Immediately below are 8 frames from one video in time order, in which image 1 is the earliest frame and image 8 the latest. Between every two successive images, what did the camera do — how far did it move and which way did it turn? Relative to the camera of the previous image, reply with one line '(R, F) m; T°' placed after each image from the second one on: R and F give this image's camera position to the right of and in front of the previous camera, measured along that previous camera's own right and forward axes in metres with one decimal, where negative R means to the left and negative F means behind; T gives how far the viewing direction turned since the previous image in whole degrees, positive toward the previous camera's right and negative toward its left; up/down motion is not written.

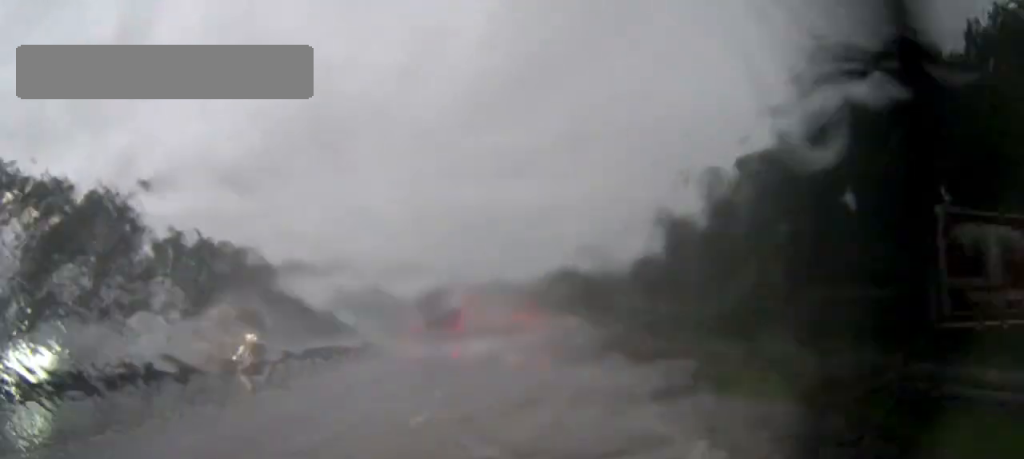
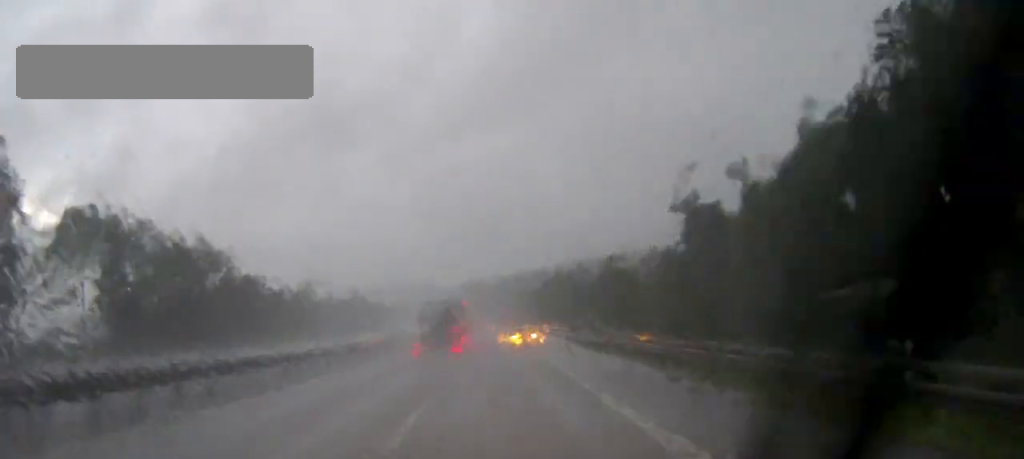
(0.0, +20.5) m; 0°
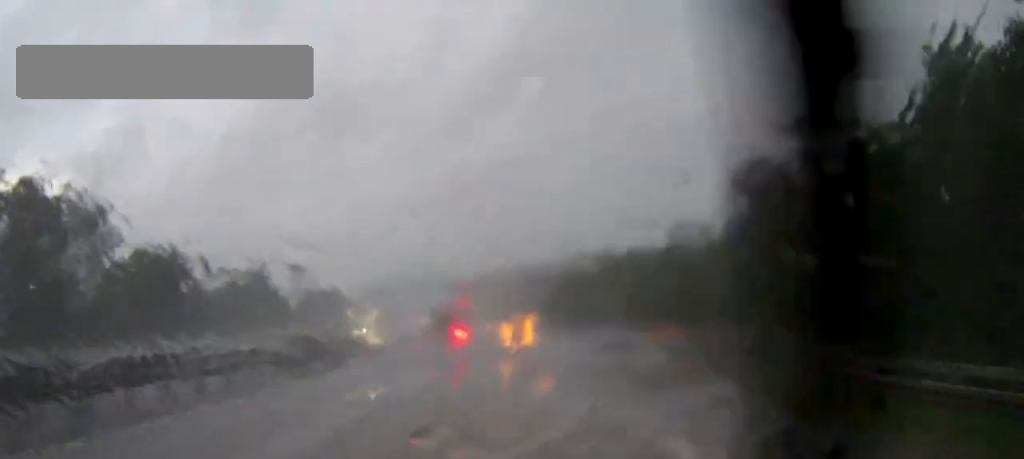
(0.0, +26.6) m; 0°
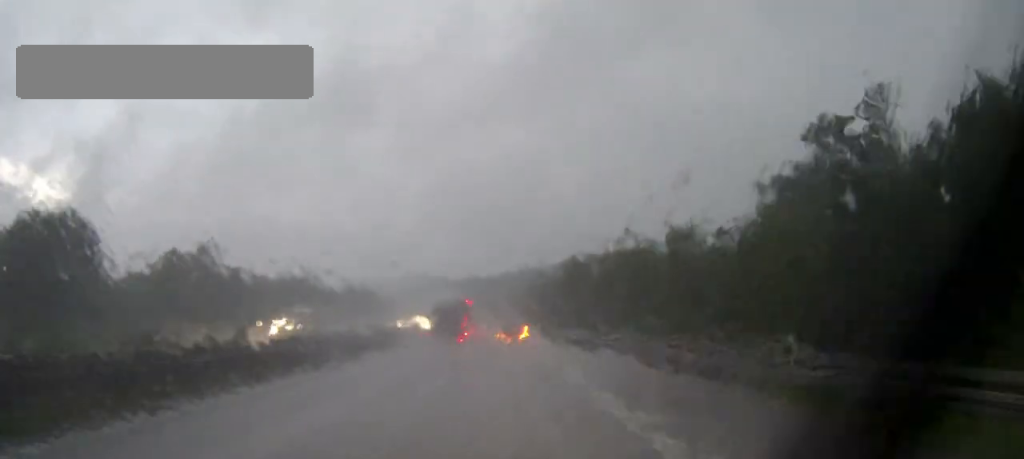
(0.0, +20.7) m; 0°
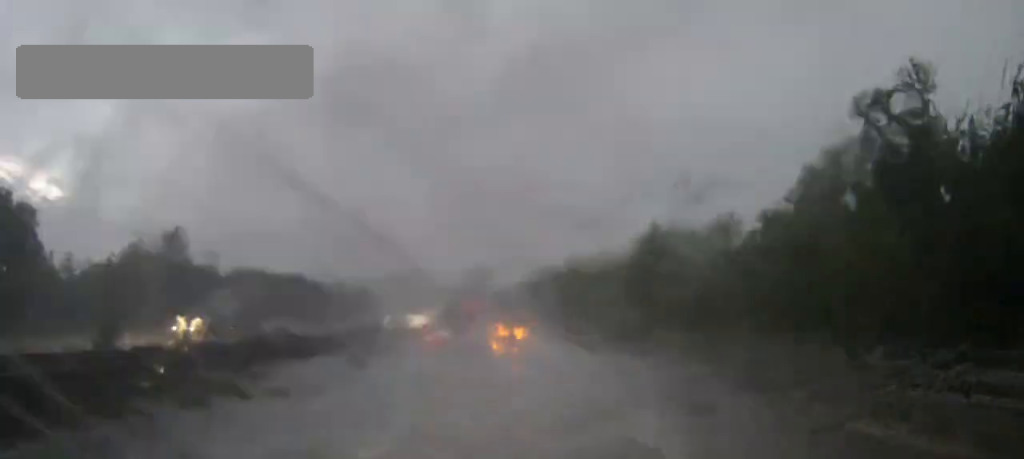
(0.0, +9.2) m; 0°
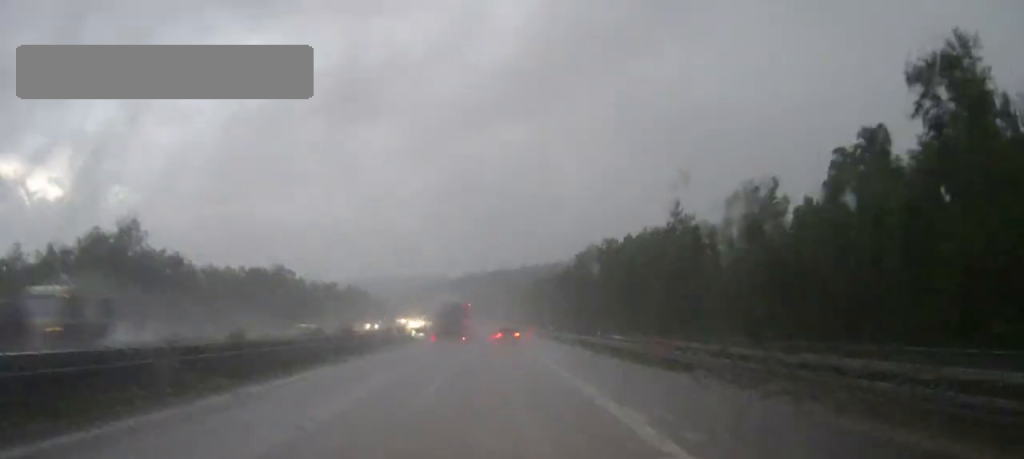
(0.0, +9.8) m; 0°
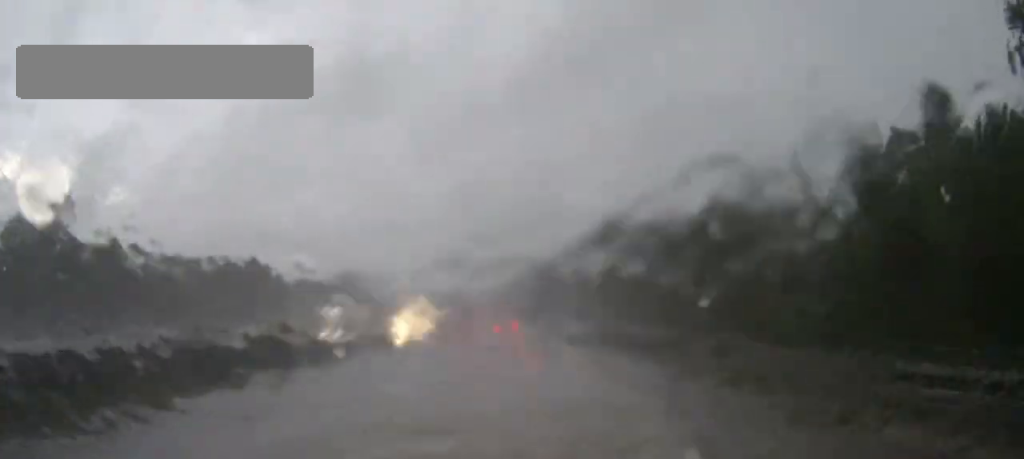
(0.0, +13.6) m; 0°
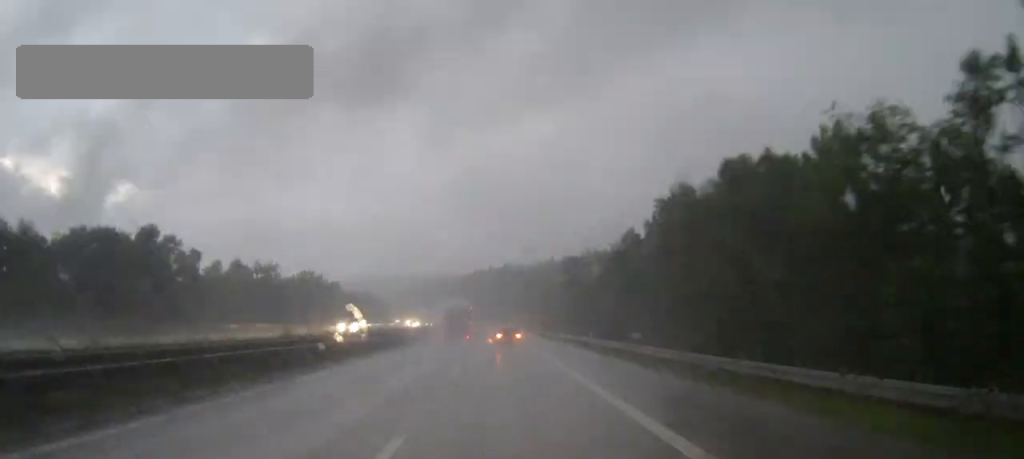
(-0.1, +34.6) m; 0°
